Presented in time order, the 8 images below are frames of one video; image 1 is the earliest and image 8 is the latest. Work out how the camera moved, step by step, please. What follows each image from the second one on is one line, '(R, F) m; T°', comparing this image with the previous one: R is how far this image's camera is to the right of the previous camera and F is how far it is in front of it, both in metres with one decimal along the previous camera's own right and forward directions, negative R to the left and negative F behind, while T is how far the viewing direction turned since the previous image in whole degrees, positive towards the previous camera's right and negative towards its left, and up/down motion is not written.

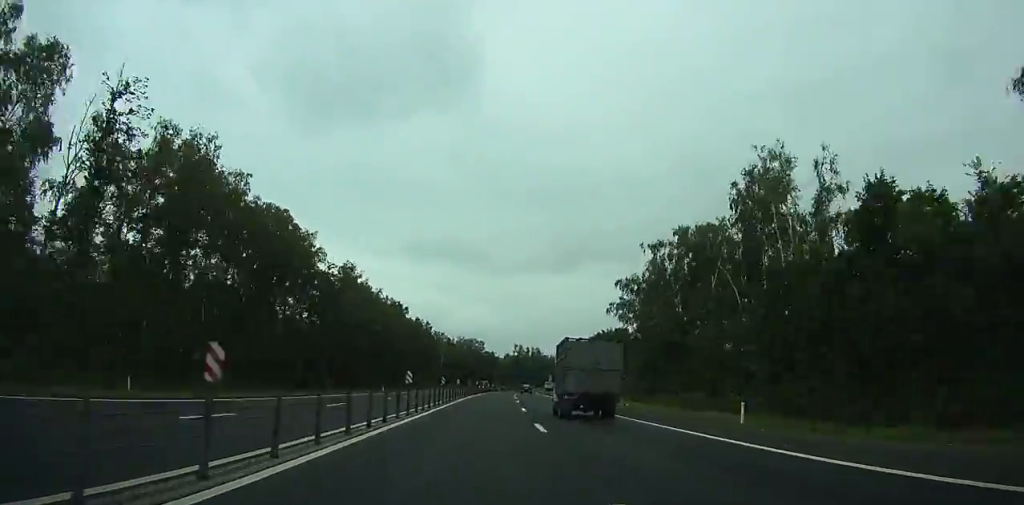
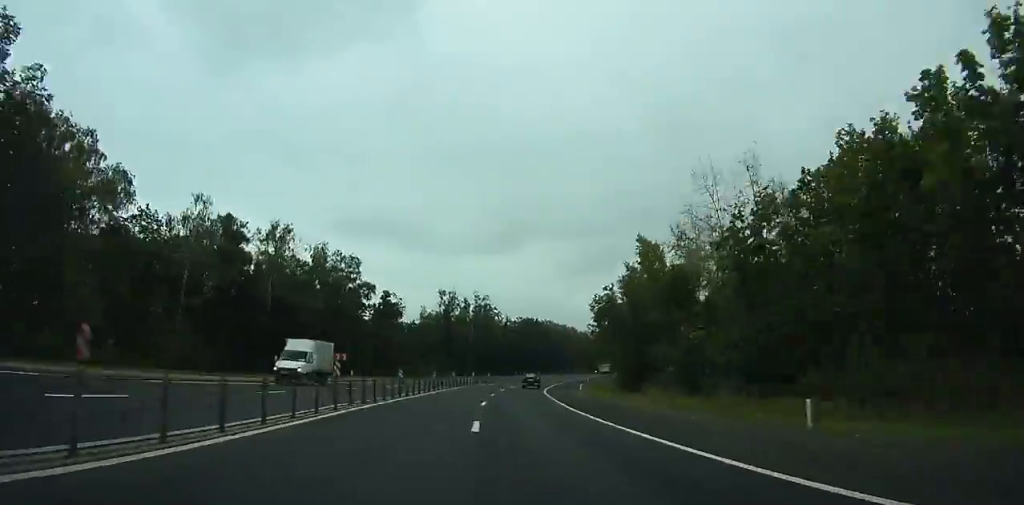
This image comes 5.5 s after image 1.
(+0.6, +151.0) m; +3°
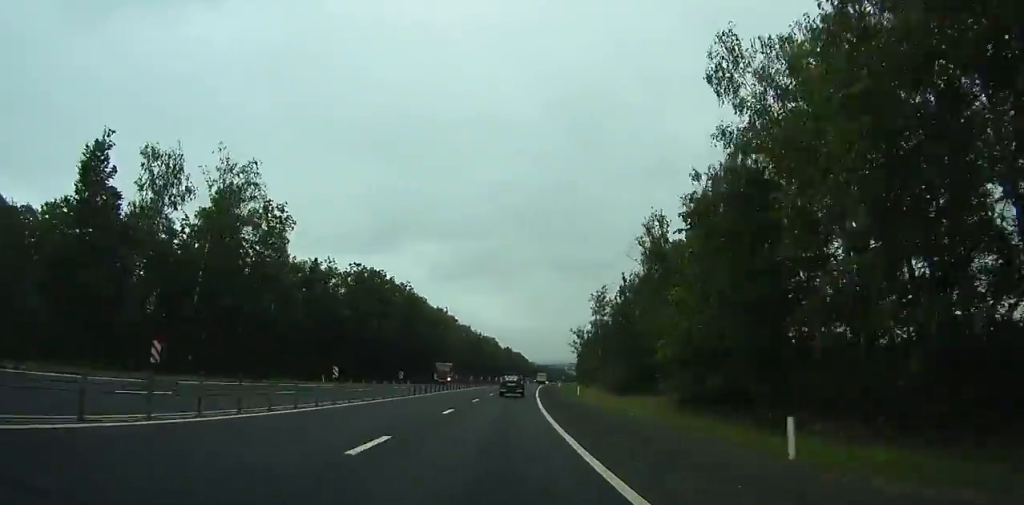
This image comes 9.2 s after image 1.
(+6.4, +103.0) m; +10°
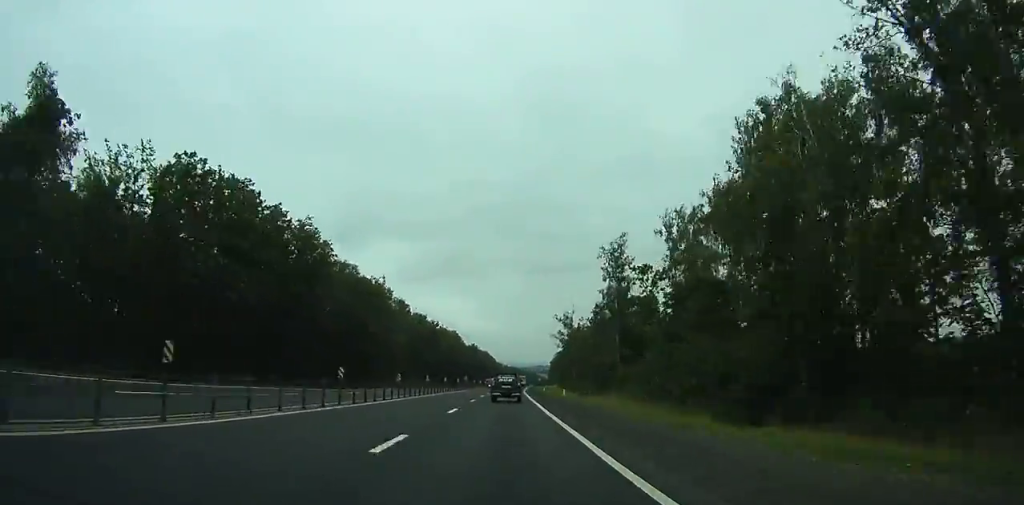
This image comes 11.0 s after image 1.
(+2.6, +50.0) m; +4°
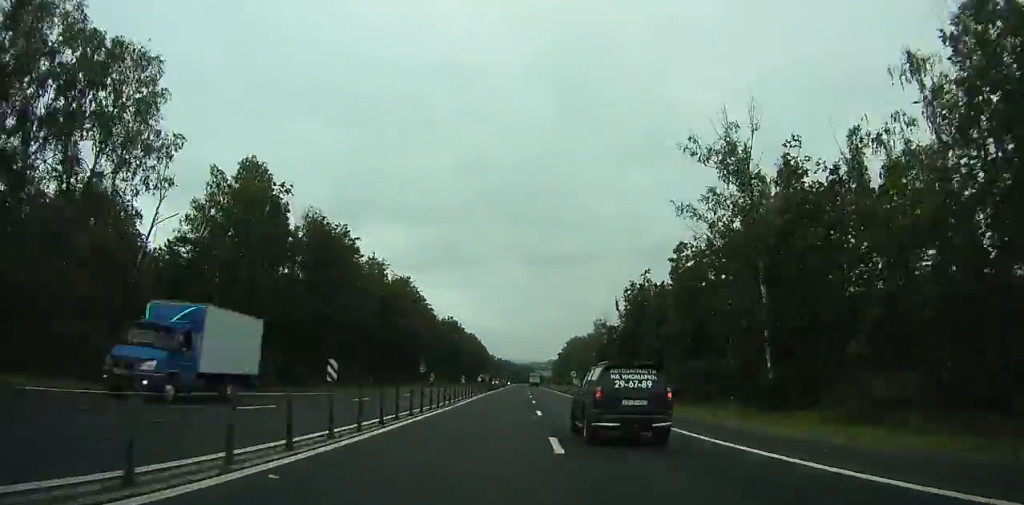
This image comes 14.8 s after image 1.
(+6.5, +106.6) m; +5°
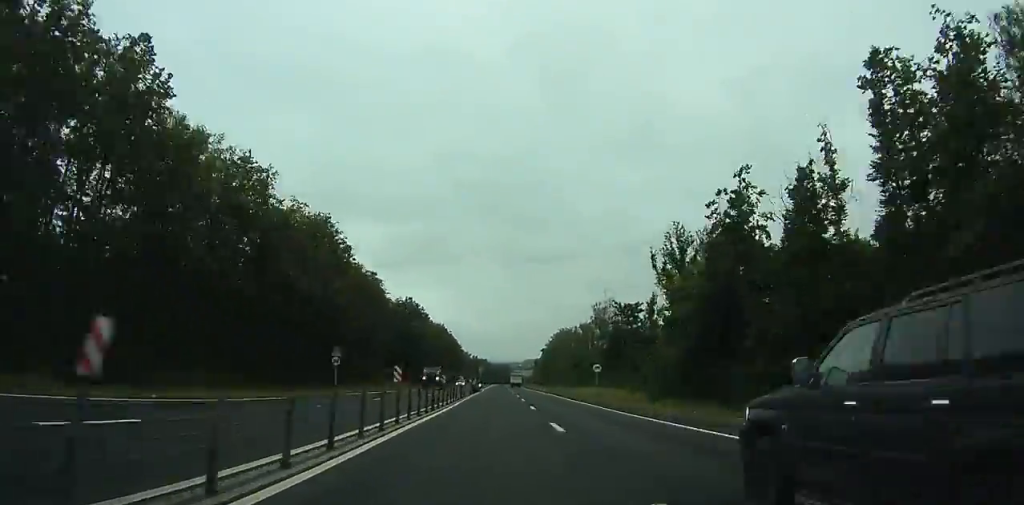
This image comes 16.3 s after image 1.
(-0.1, +42.5) m; +1°
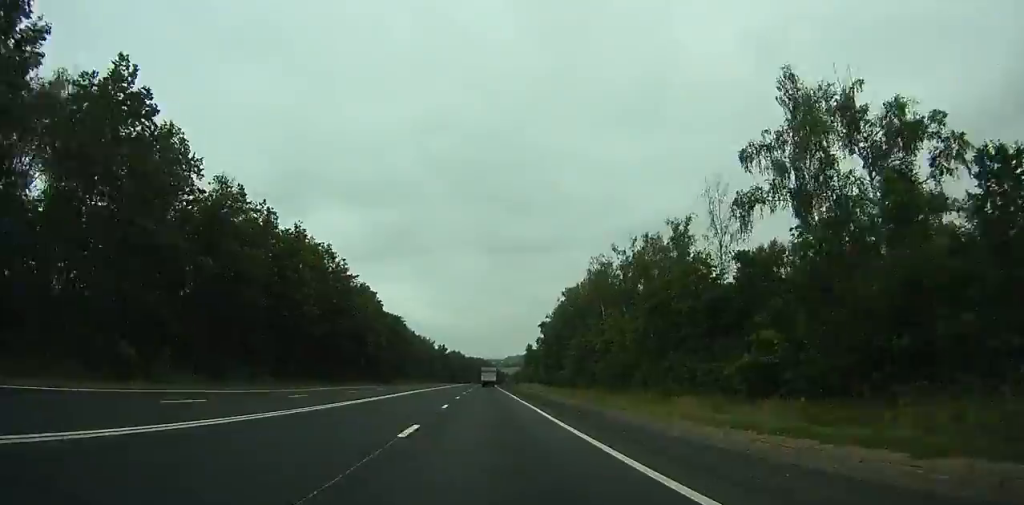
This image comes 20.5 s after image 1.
(+3.9, +119.9) m; +2°
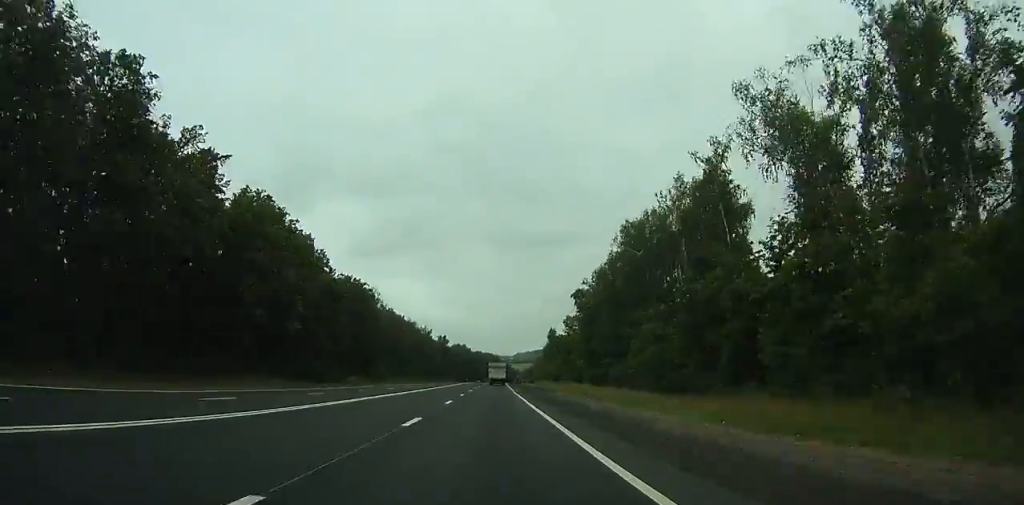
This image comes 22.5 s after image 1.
(+0.5, +56.7) m; 0°
